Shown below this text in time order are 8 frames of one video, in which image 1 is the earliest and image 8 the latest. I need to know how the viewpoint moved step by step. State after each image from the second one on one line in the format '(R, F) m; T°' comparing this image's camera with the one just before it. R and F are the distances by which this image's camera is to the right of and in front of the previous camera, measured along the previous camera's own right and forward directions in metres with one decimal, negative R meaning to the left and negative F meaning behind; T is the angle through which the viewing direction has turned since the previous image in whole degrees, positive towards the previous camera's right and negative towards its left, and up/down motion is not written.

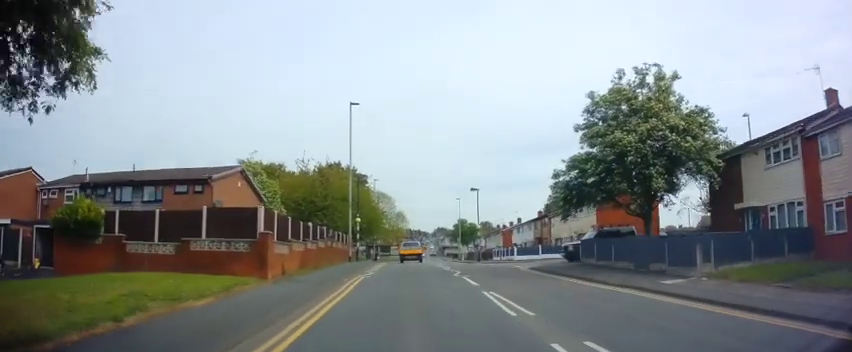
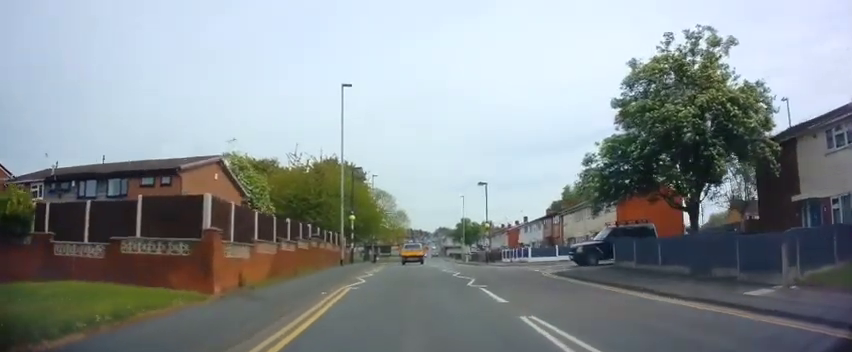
(0.0, +4.0) m; -1°
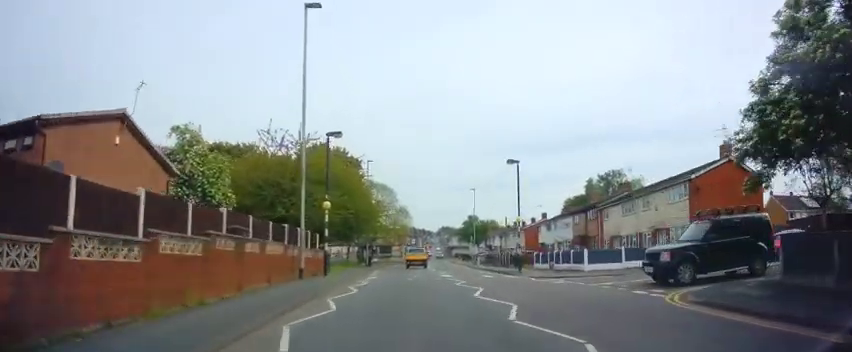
(-0.2, +10.4) m; -1°
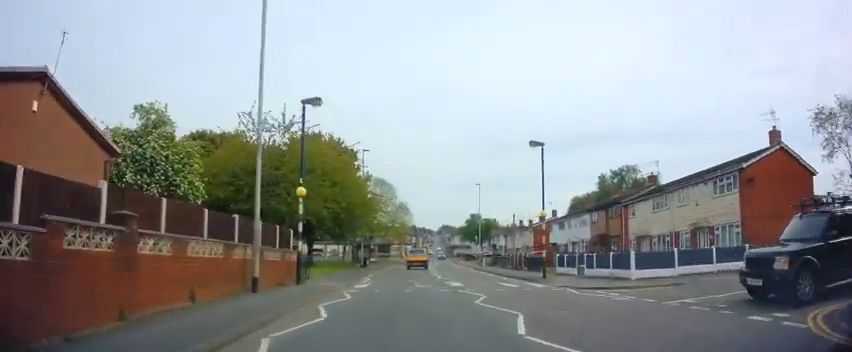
(0.0, +5.1) m; 0°
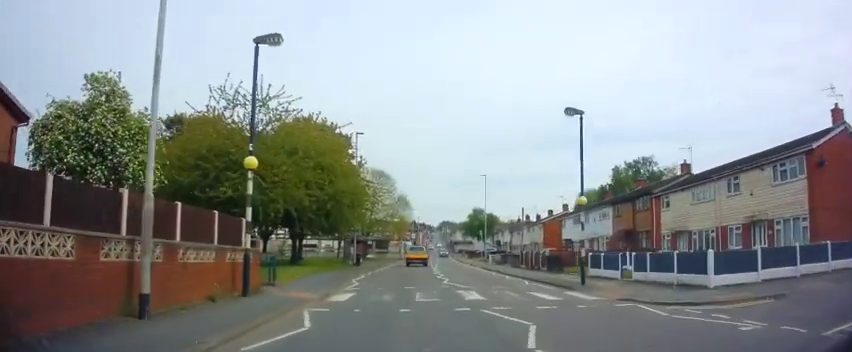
(+0.1, +5.2) m; 0°
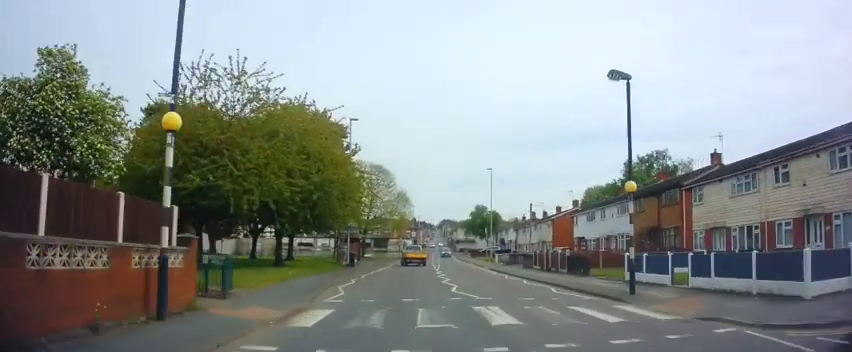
(-0.1, +3.9) m; 0°
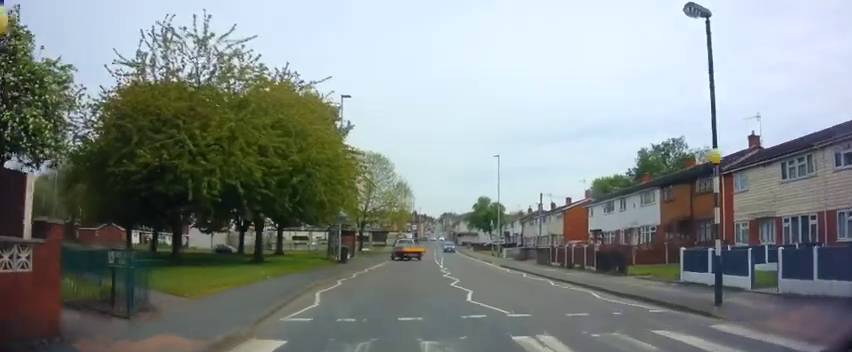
(-0.1, +3.9) m; 0°
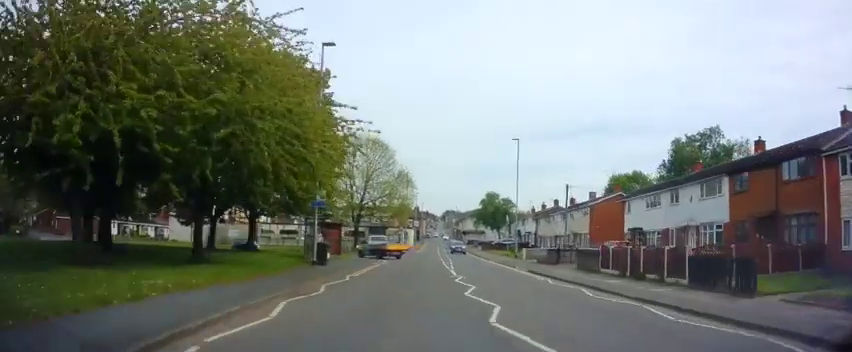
(+0.2, +7.6) m; 0°
